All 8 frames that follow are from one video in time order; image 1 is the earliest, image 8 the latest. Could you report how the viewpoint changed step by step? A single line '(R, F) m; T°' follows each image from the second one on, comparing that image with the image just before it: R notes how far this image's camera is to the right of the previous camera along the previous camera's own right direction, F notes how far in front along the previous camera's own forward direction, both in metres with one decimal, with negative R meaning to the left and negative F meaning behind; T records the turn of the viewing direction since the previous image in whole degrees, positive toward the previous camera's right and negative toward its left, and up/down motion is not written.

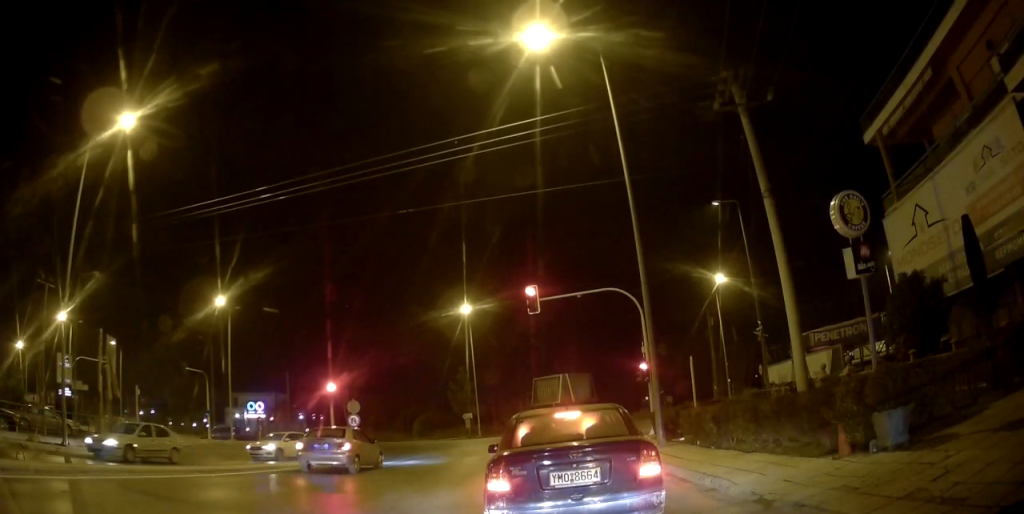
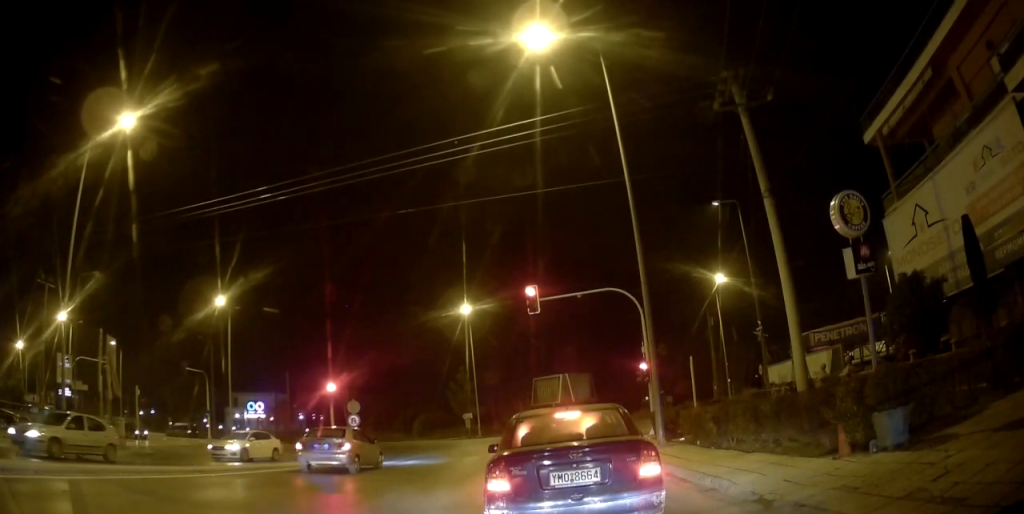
(0.0, 0.0) m; 0°
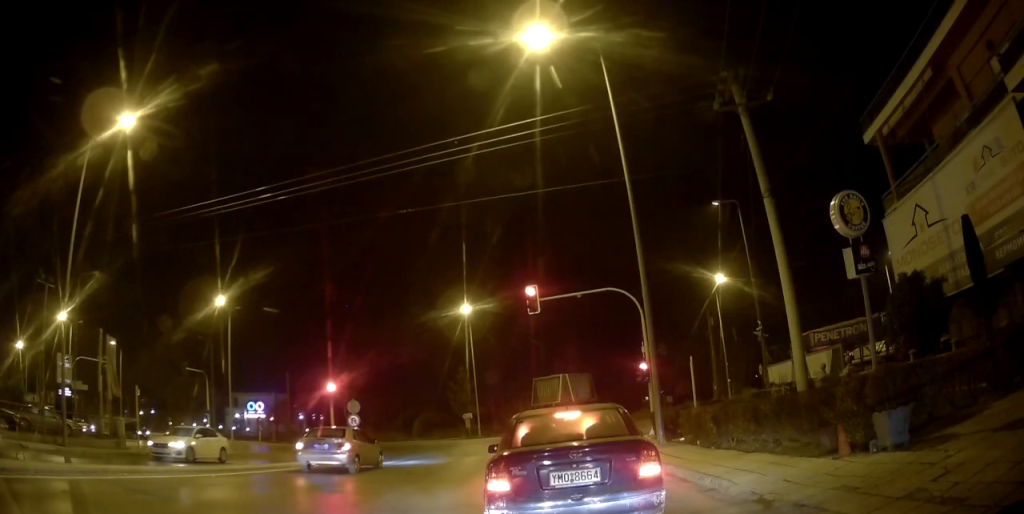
(0.0, 0.0) m; 0°
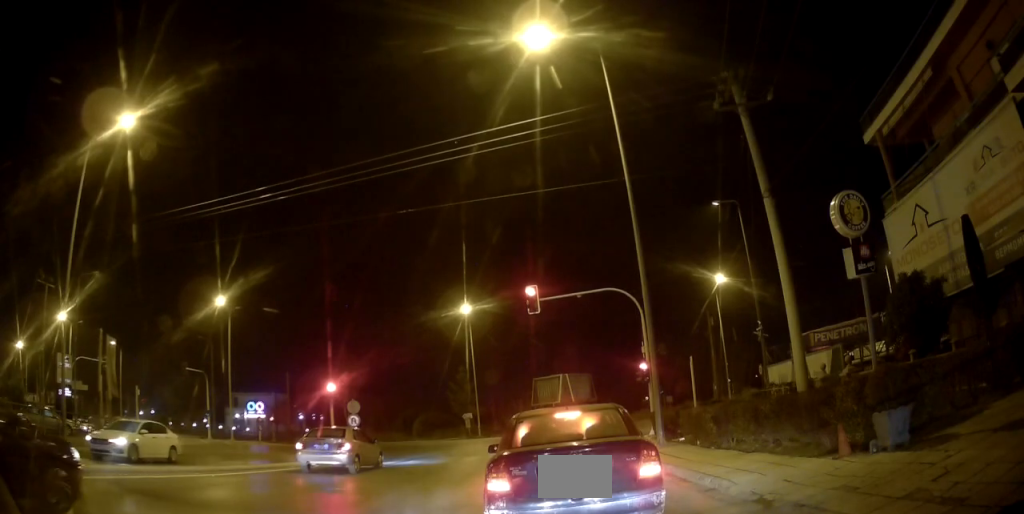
(0.0, 0.0) m; 0°
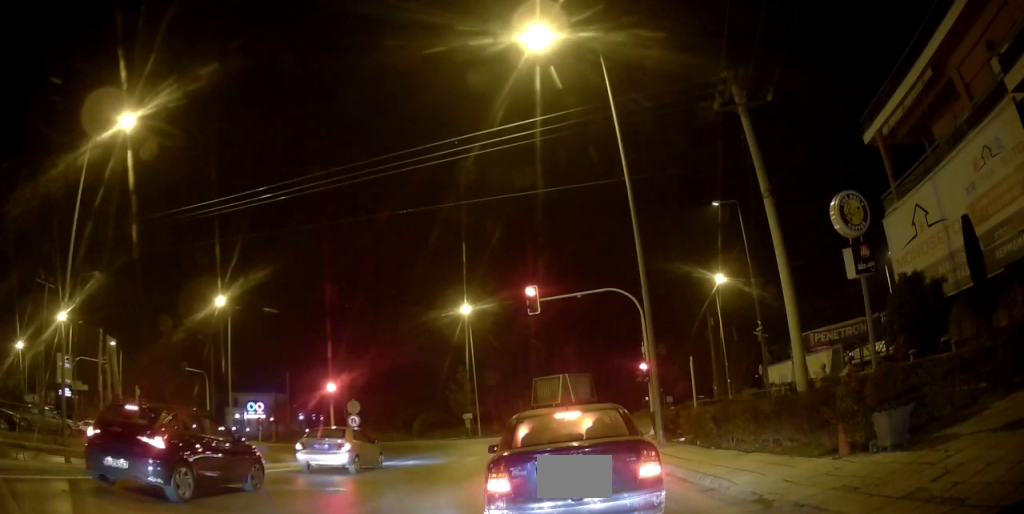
(0.0, 0.0) m; 0°
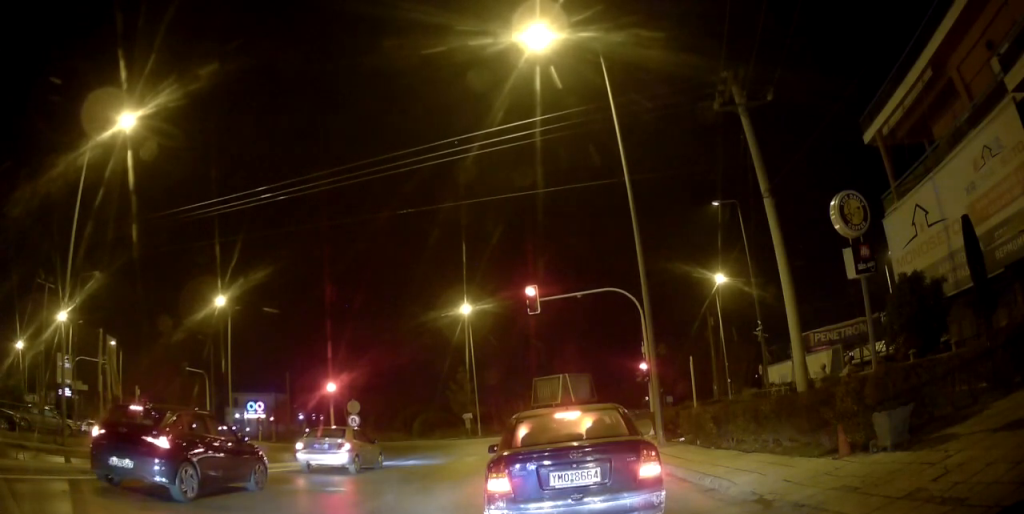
(0.0, 0.0) m; 0°
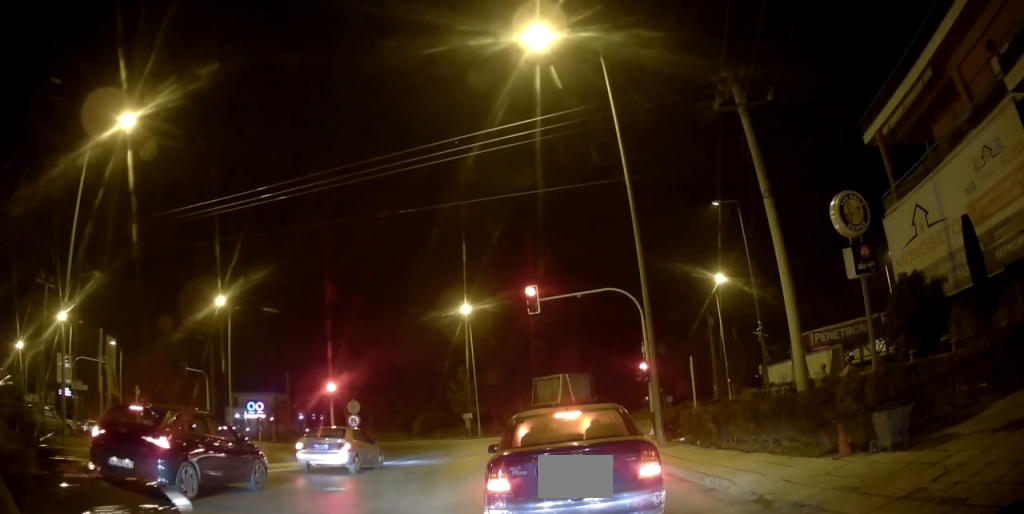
(0.0, 0.0) m; 0°
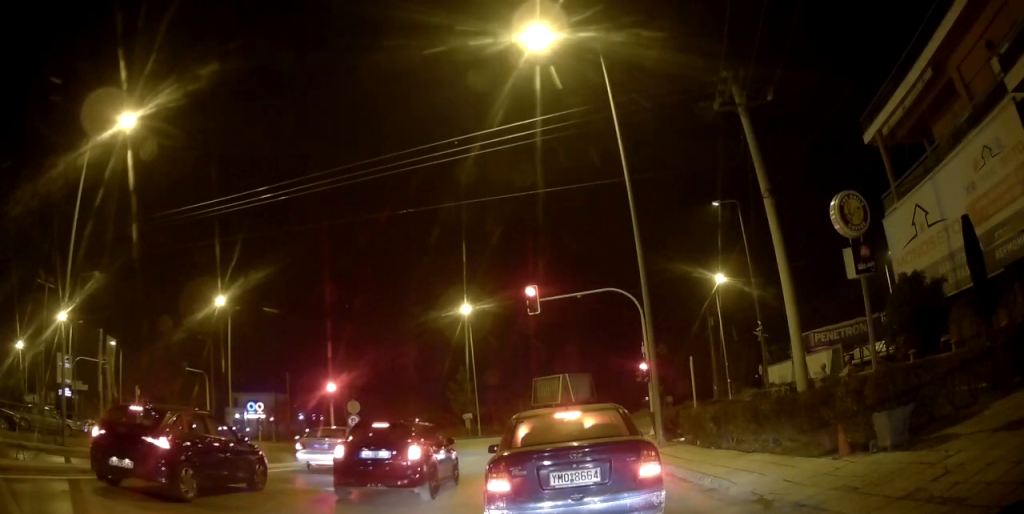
(0.0, 0.0) m; 0°
